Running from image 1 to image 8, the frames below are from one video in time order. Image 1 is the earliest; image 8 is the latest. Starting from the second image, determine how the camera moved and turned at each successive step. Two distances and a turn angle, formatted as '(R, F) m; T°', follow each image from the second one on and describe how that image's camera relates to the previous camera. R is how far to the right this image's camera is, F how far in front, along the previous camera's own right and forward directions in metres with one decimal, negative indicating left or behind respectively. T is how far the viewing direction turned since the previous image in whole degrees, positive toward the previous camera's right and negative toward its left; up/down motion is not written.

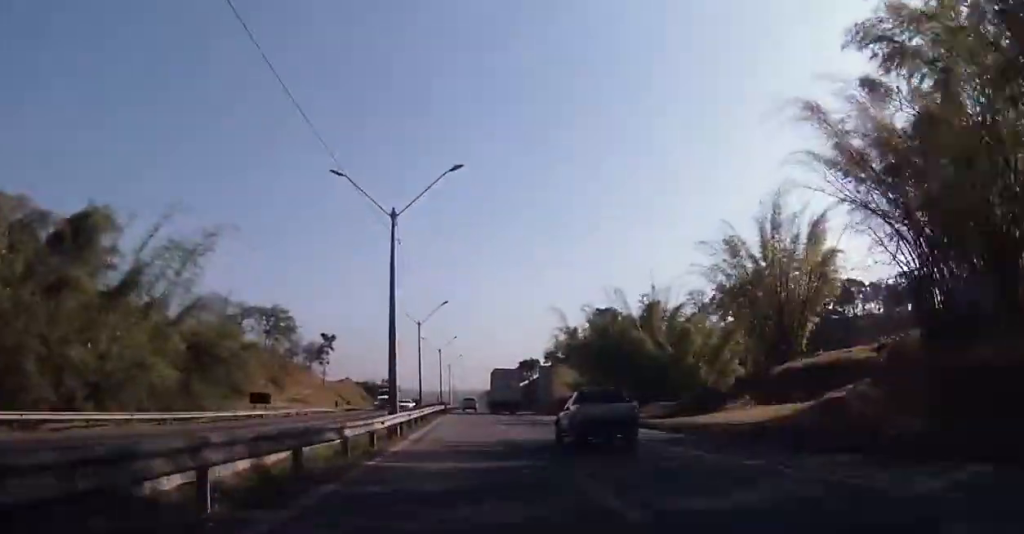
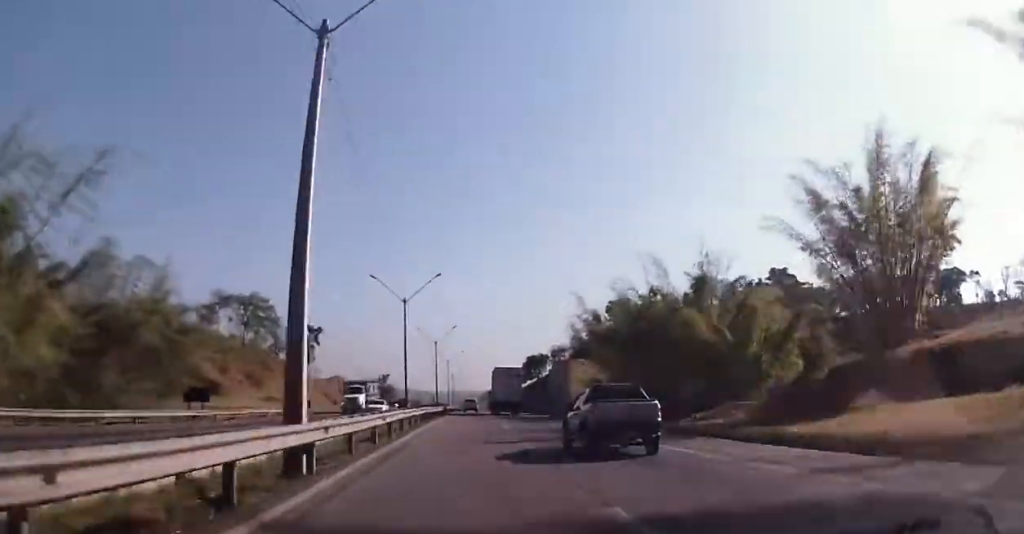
(+0.2, +15.4) m; +1°
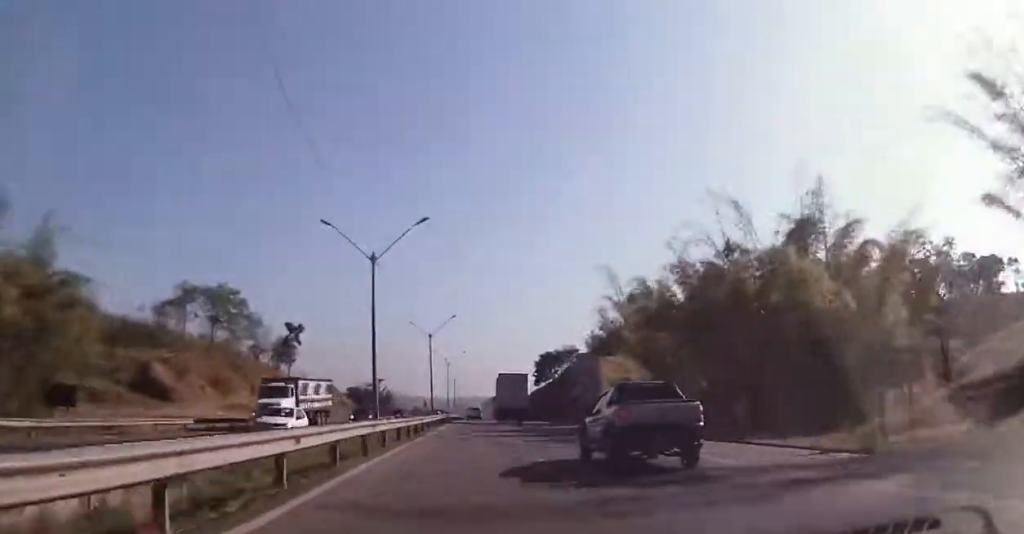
(0.0, +18.1) m; 0°
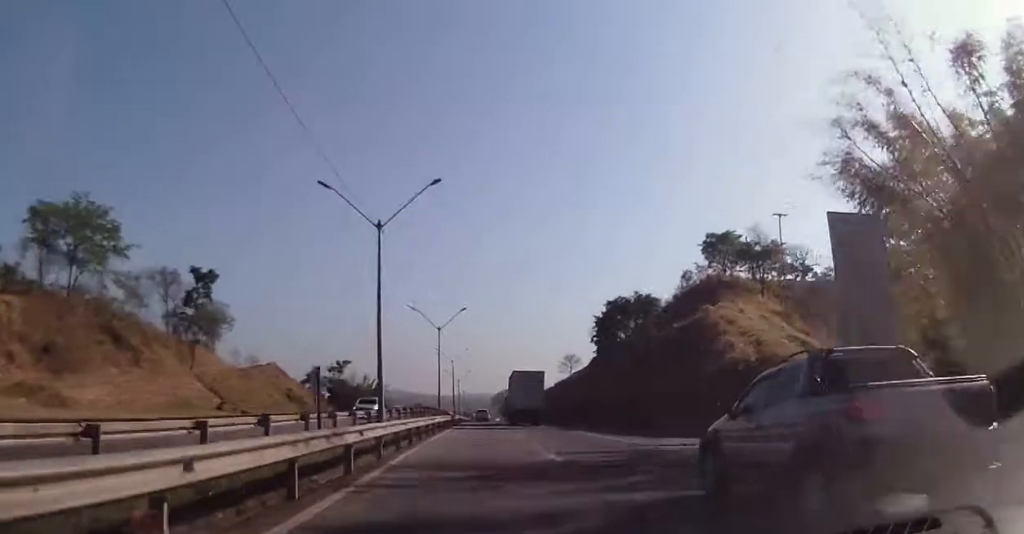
(+0.2, +46.0) m; 0°
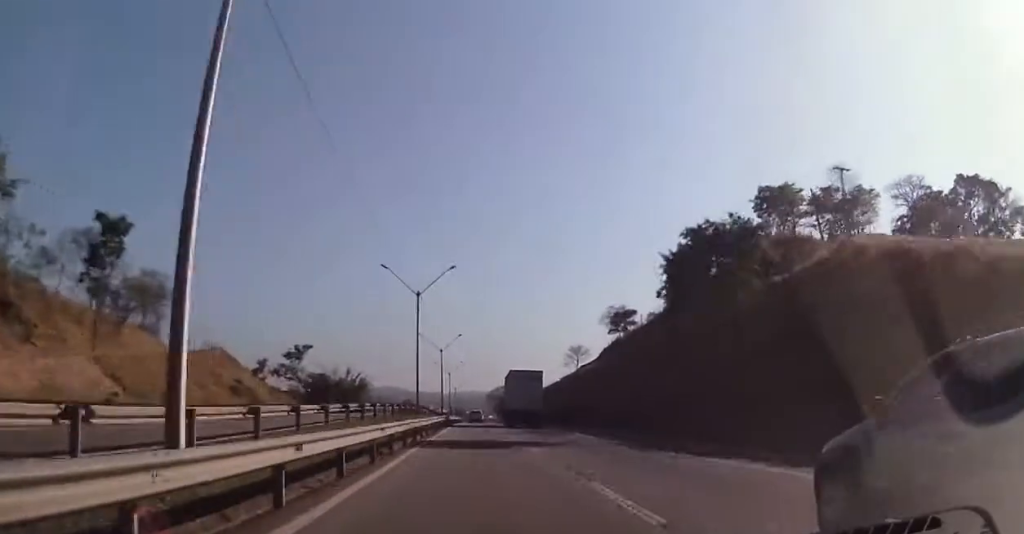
(+0.1, +21.1) m; -1°
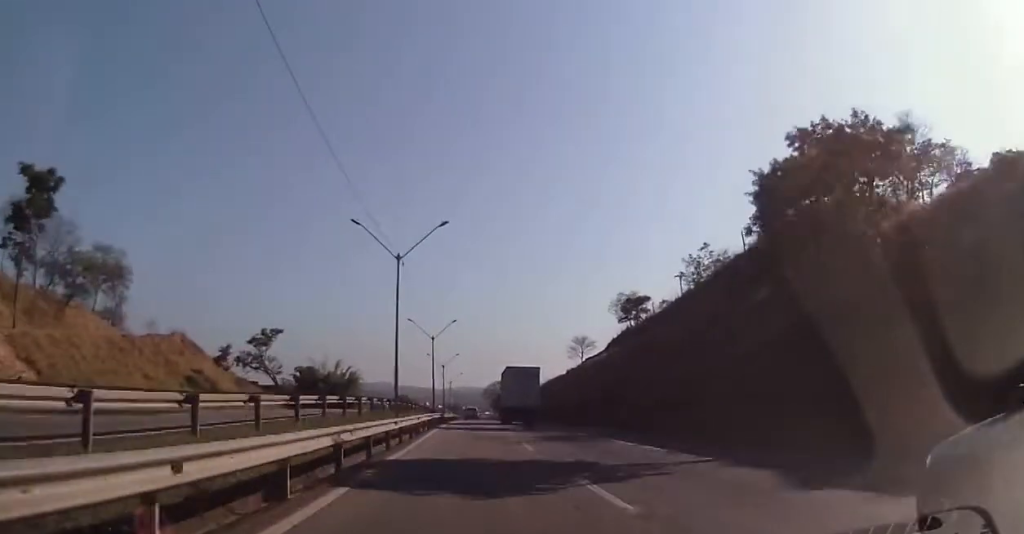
(-0.2, +11.8) m; 0°
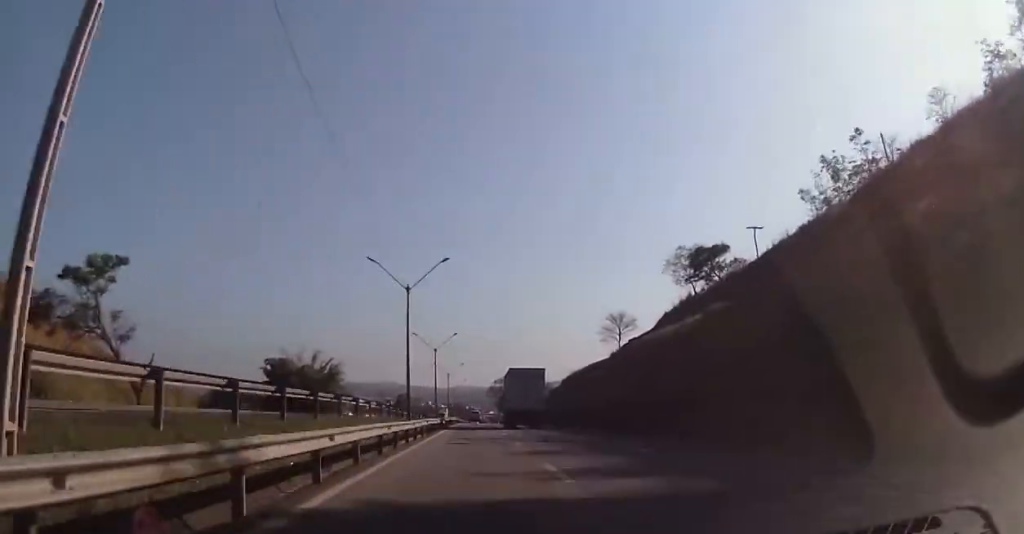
(-0.3, +33.9) m; 0°
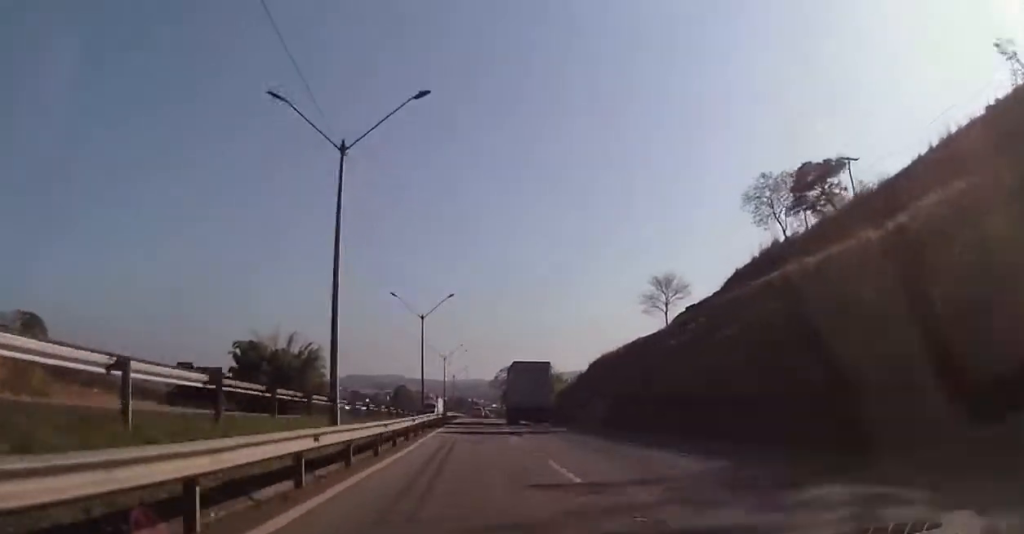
(+0.3, +25.6) m; 0°
